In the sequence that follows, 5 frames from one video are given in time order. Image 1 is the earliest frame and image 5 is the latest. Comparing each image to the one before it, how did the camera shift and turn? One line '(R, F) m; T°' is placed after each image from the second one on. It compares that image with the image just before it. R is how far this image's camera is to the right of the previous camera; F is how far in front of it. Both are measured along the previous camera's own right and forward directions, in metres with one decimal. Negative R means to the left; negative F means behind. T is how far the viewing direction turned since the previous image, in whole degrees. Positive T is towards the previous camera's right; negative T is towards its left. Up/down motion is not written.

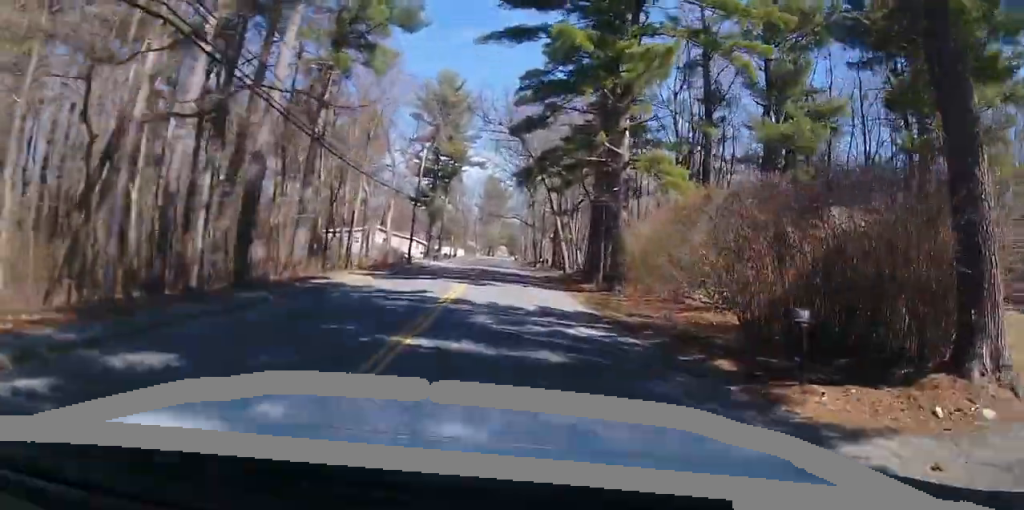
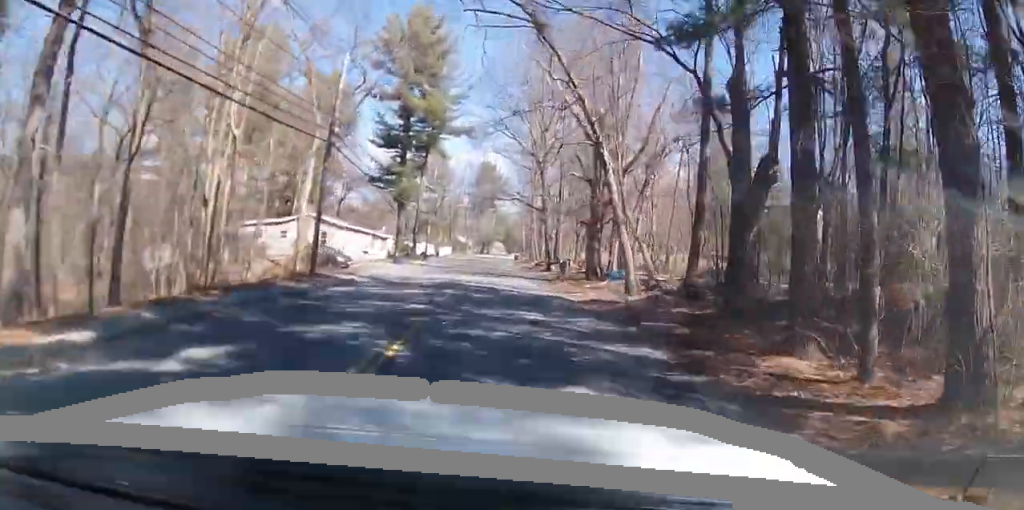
(+0.1, +25.4) m; +1°
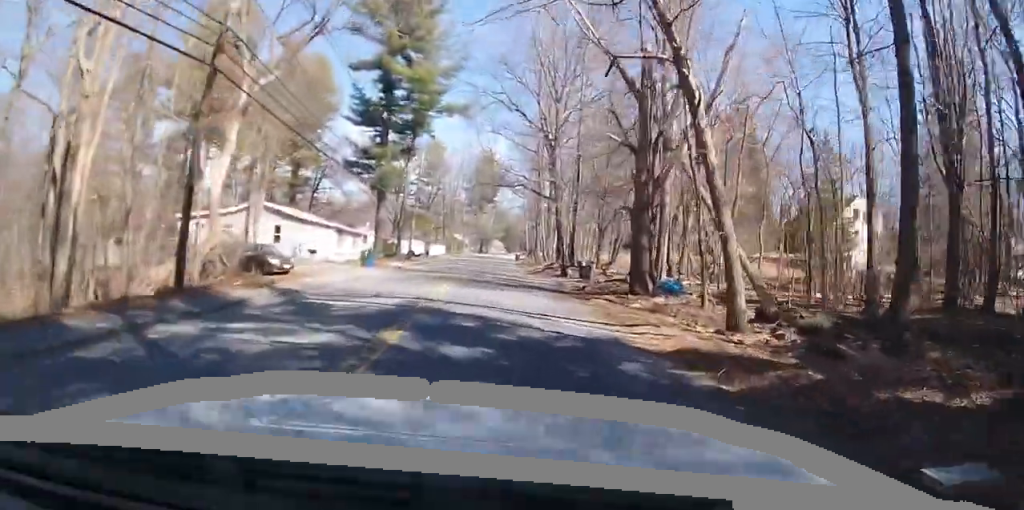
(+0.1, +11.0) m; 0°
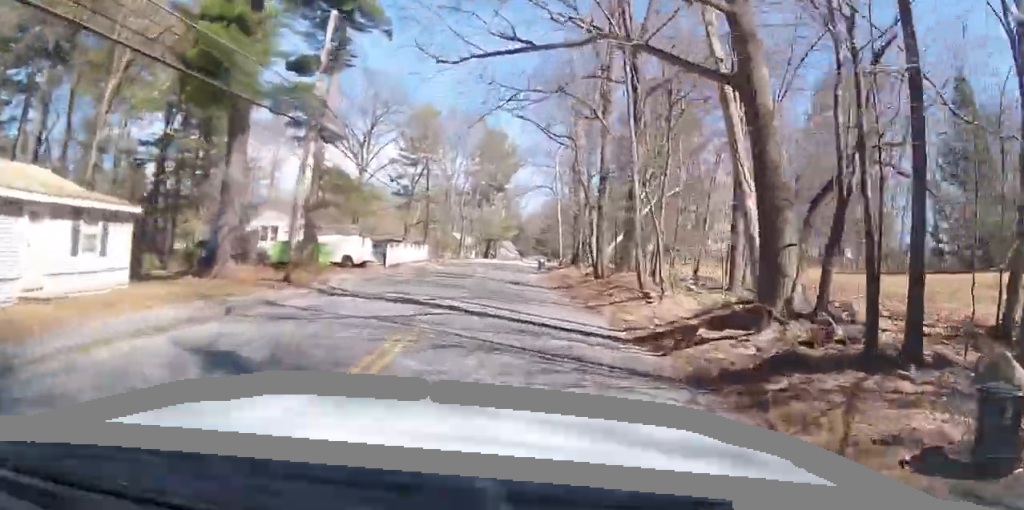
(-0.8, +31.8) m; +2°
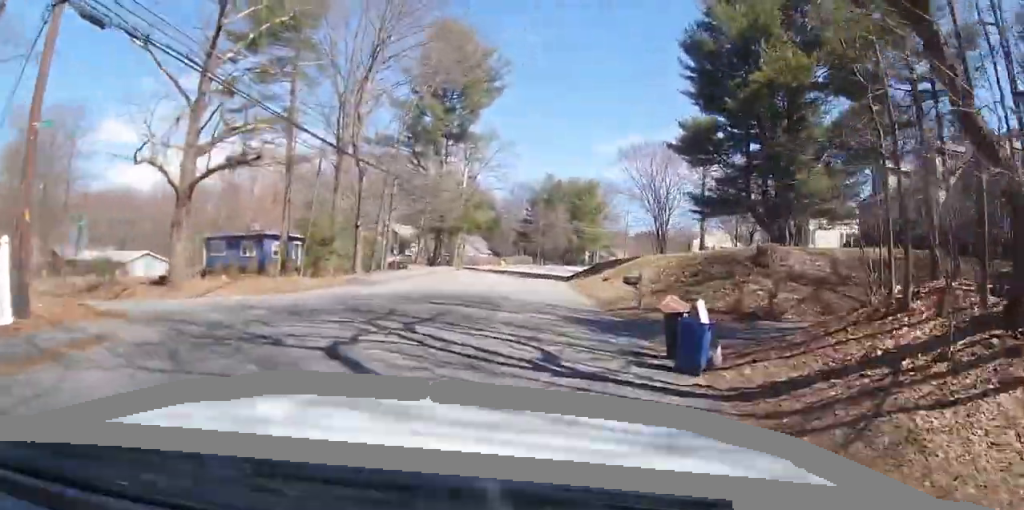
(-4.4, +50.0) m; -7°
